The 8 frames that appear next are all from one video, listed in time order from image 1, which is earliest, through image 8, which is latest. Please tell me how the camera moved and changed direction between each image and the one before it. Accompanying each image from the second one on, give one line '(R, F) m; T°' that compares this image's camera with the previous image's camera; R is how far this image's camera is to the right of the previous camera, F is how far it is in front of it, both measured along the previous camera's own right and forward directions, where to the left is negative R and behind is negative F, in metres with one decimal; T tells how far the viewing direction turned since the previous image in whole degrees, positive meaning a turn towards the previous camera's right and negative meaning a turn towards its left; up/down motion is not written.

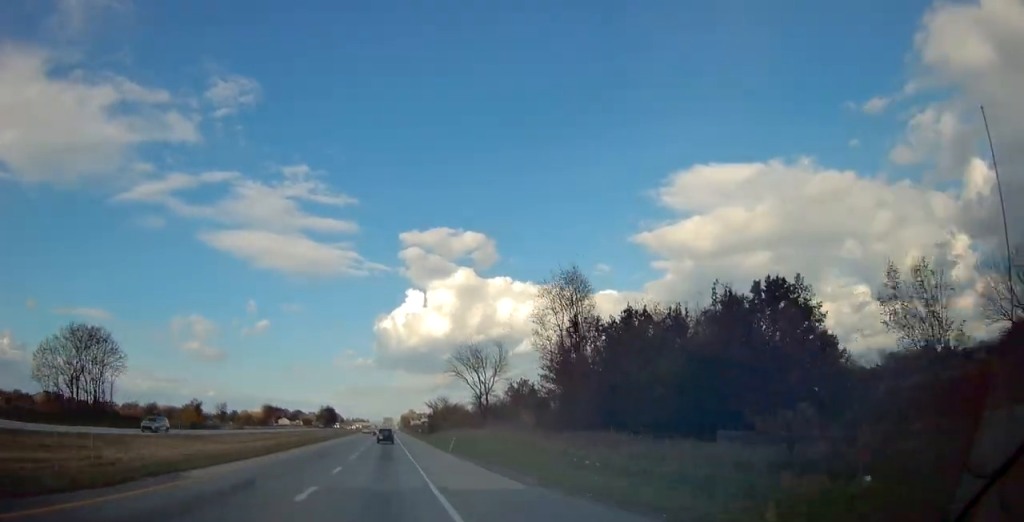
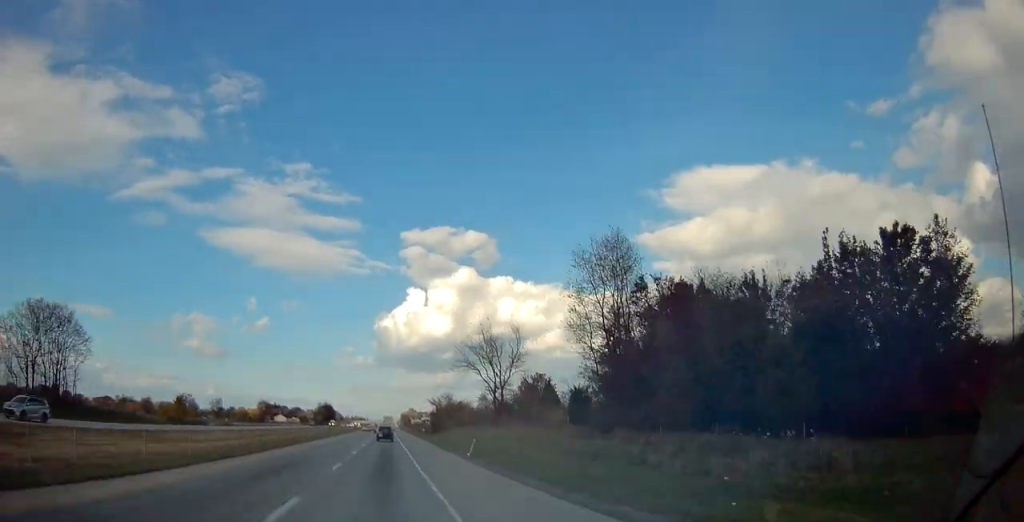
(0.0, +12.1) m; 0°
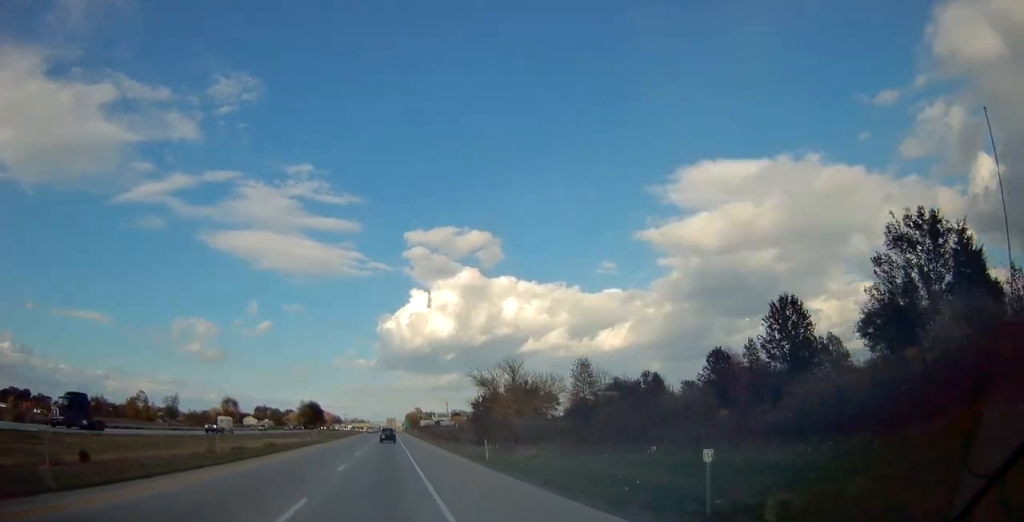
(+0.4, +85.7) m; 0°
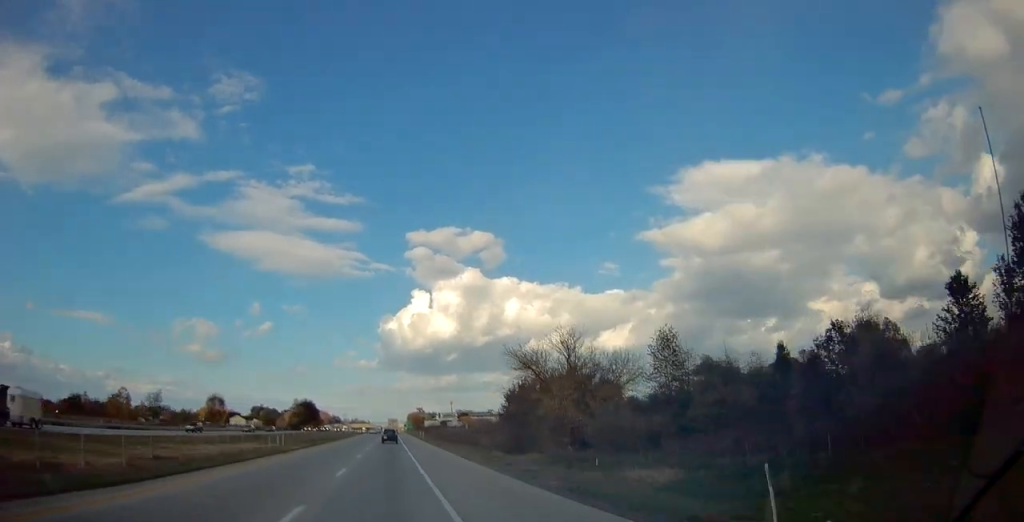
(-0.3, +25.3) m; 0°
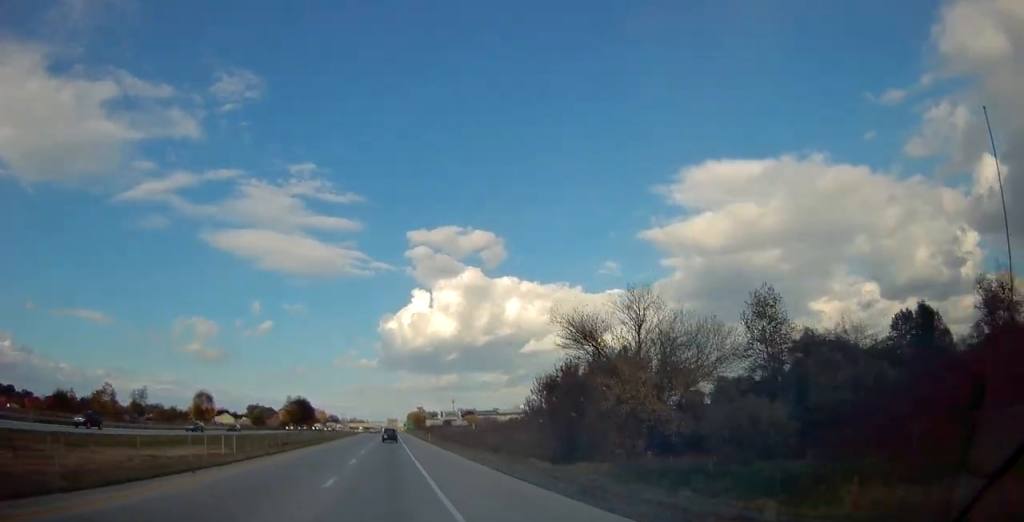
(+0.1, +17.1) m; 0°
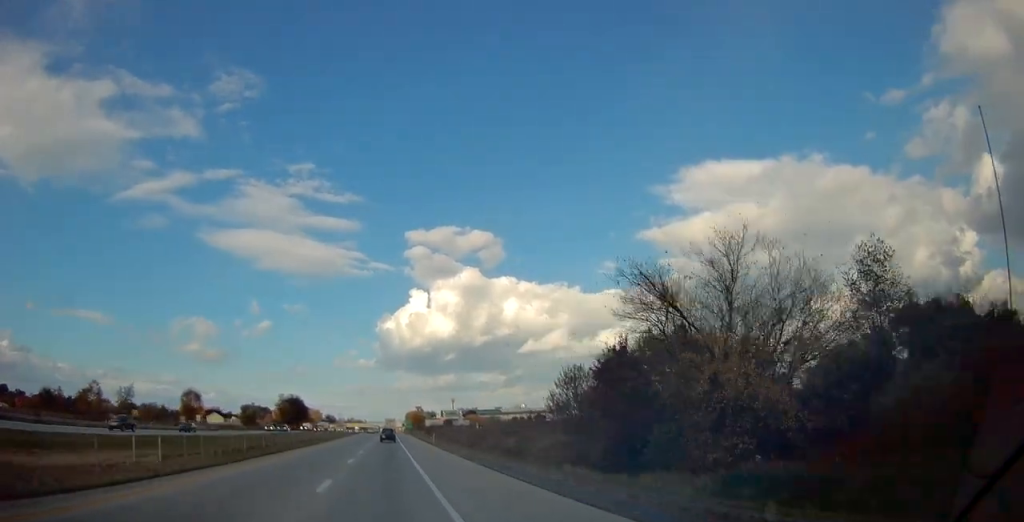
(+0.2, +12.6) m; 0°
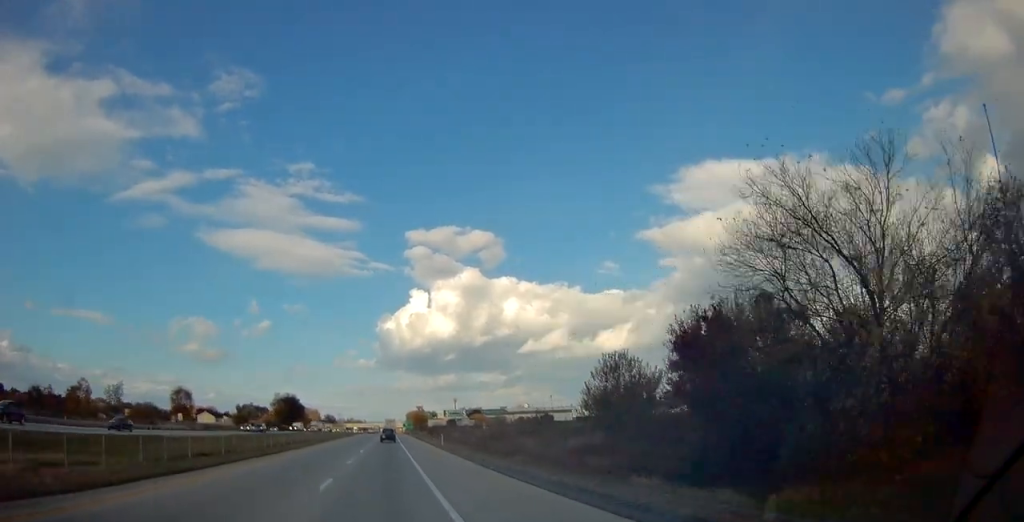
(-0.1, +11.7) m; 0°
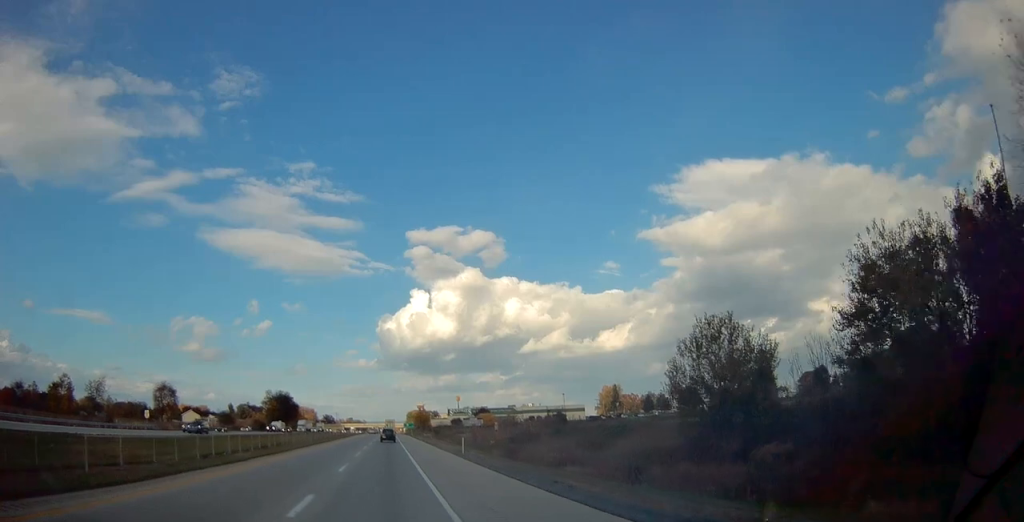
(-0.2, +17.1) m; 0°
